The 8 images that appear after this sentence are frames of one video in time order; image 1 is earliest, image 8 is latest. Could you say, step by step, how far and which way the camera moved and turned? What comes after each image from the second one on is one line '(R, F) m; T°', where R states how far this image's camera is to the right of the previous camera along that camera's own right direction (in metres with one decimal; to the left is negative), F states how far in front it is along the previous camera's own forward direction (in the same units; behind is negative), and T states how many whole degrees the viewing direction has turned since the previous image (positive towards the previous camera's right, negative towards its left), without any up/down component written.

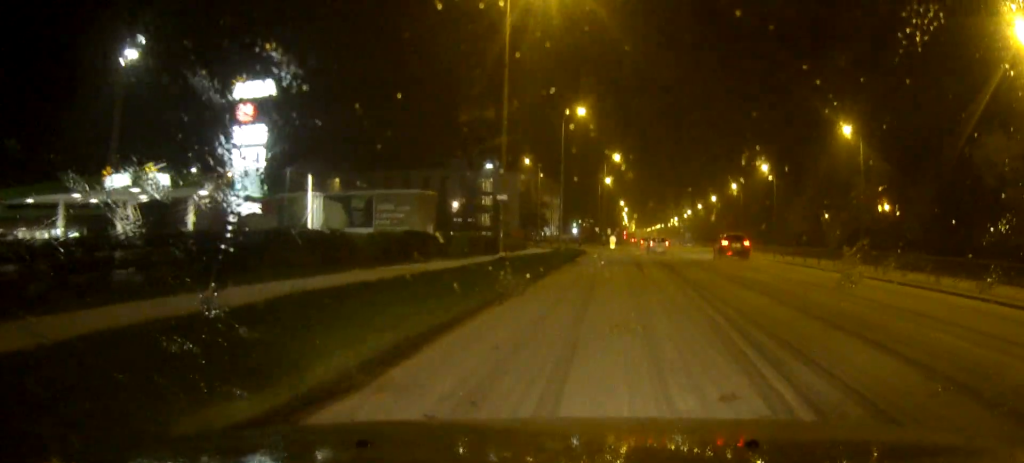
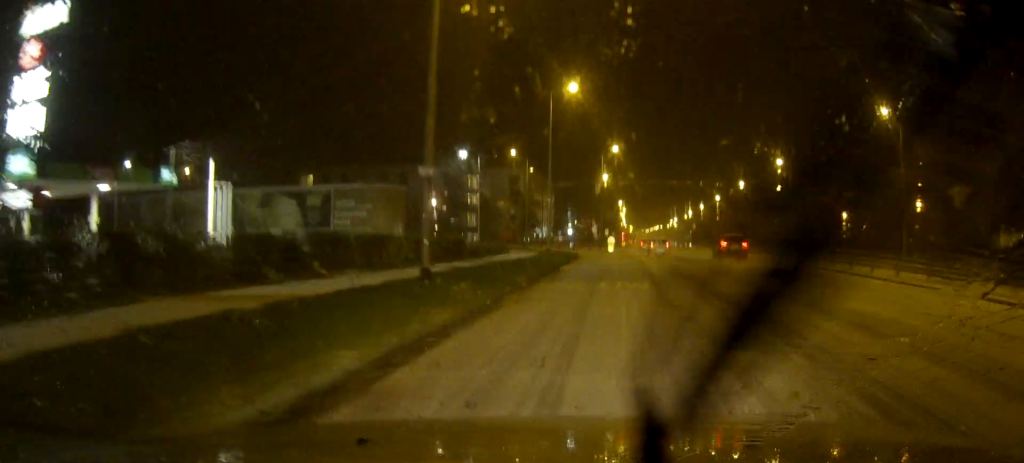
(0.0, +10.9) m; 0°
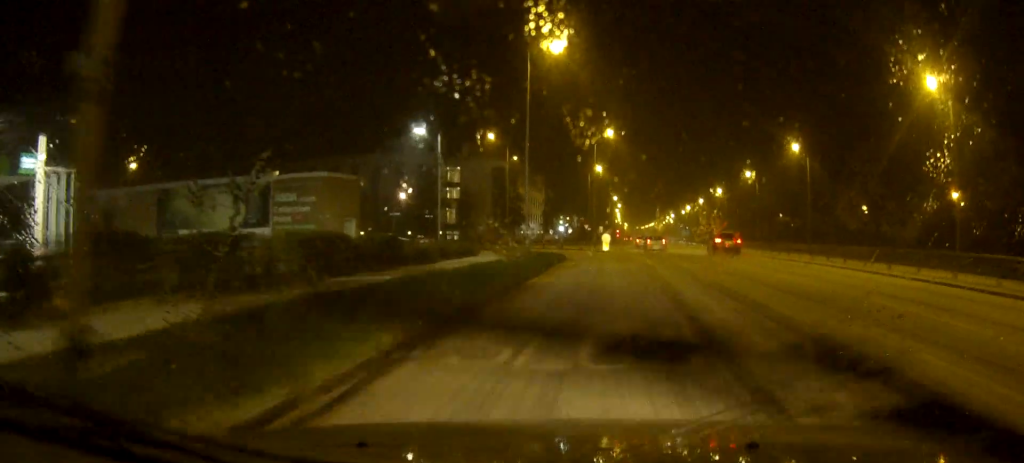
(0.0, +10.9) m; 0°
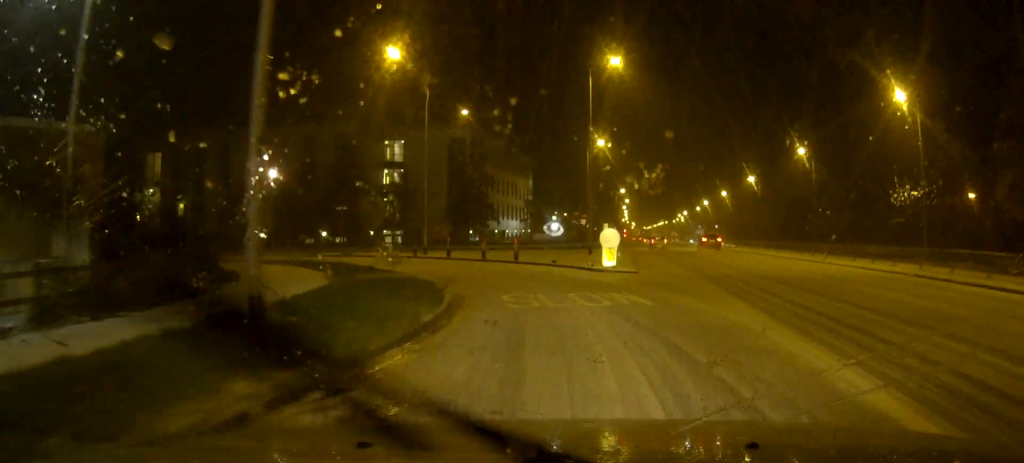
(-0.3, +30.9) m; -4°
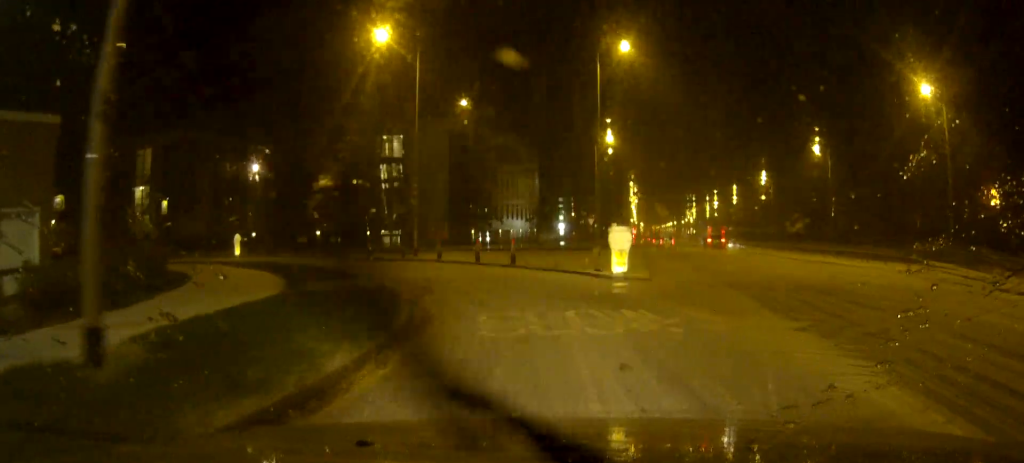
(0.0, +3.7) m; -2°
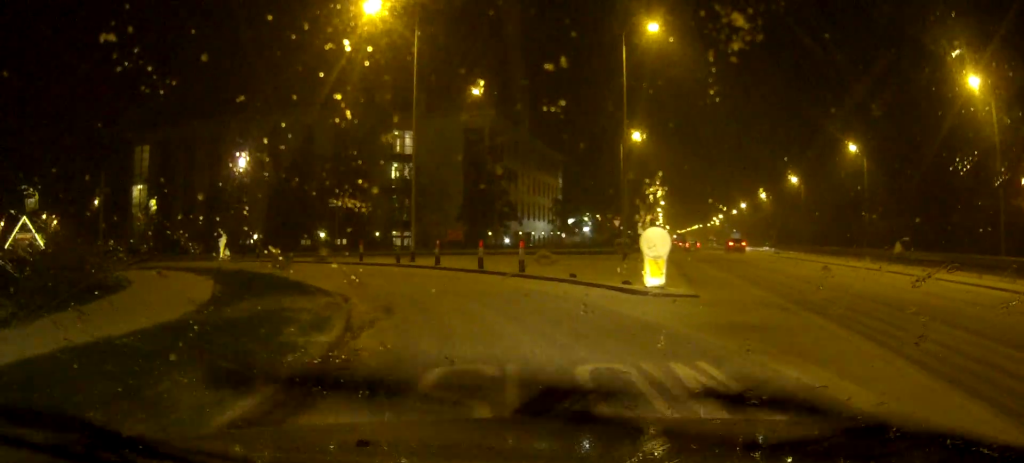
(-0.2, +4.6) m; -5°
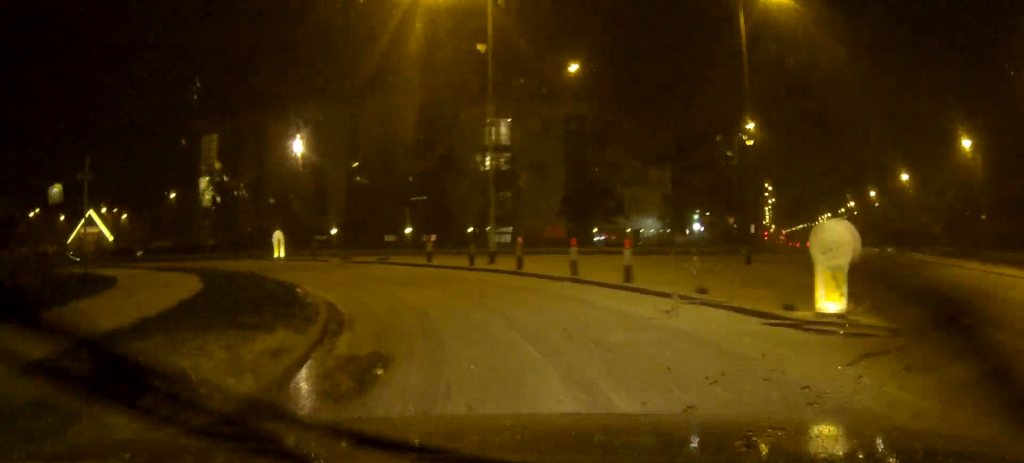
(-0.4, +5.8) m; -10°
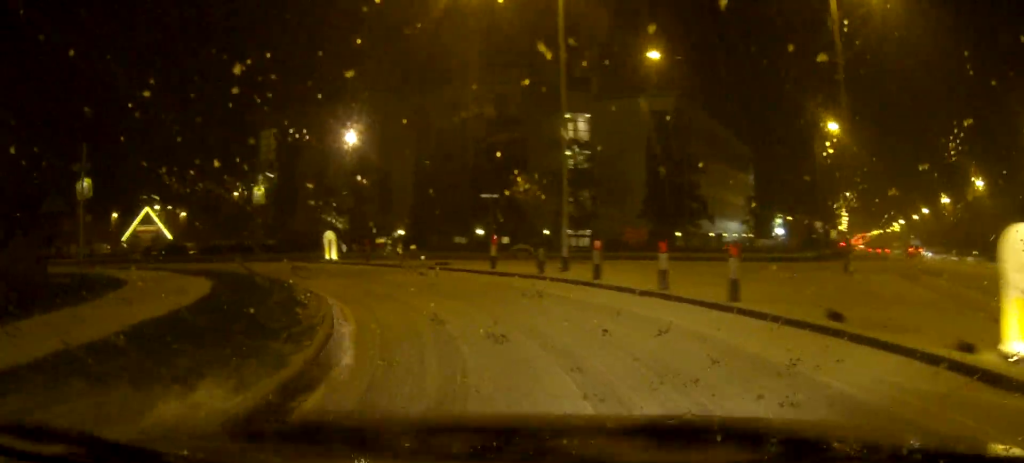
(0.0, +3.2) m; -7°
